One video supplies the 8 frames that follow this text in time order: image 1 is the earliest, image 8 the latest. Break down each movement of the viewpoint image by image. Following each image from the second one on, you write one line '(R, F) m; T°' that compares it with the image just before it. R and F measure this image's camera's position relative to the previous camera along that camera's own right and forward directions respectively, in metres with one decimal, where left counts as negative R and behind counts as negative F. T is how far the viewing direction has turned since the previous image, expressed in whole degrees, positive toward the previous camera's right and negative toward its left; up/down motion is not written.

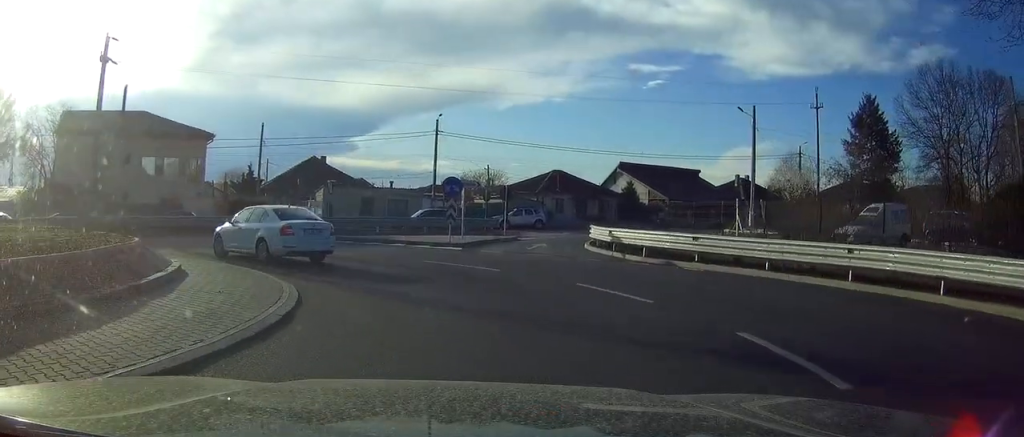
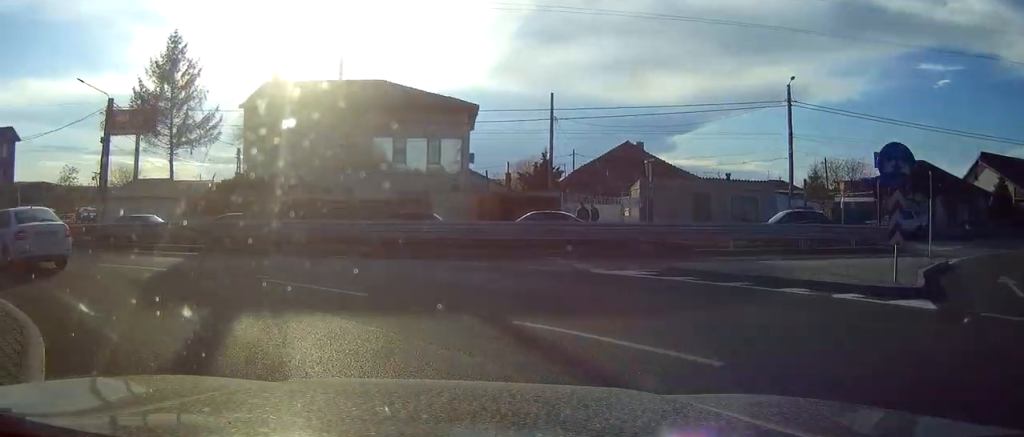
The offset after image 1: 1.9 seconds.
(-1.5, +15.4) m; -24°
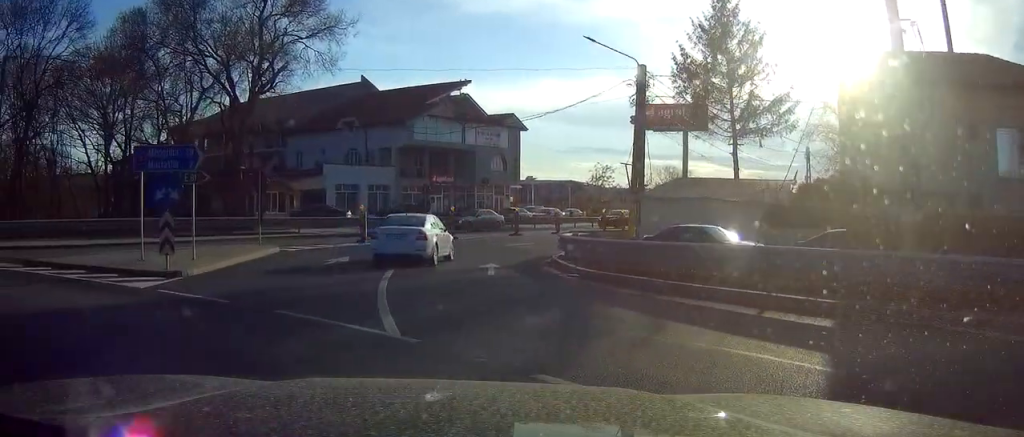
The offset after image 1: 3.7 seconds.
(-4.5, +10.2) m; -45°
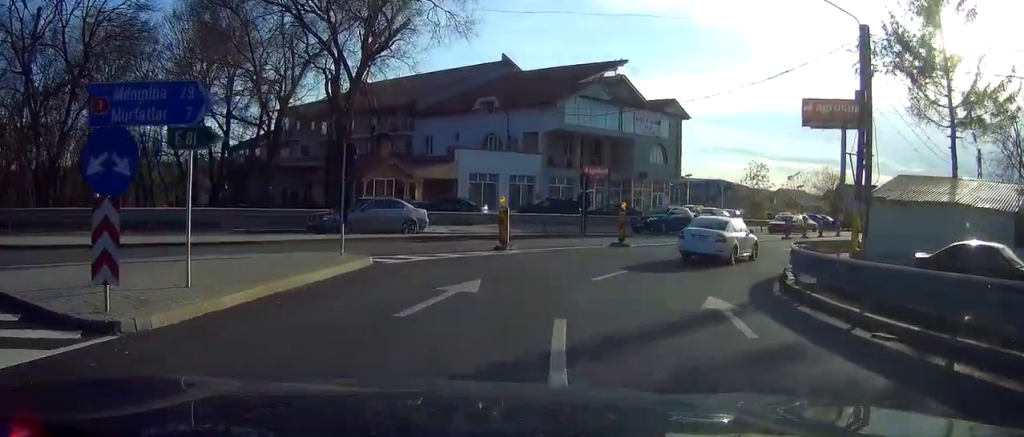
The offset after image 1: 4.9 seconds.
(-1.4, +8.1) m; -9°
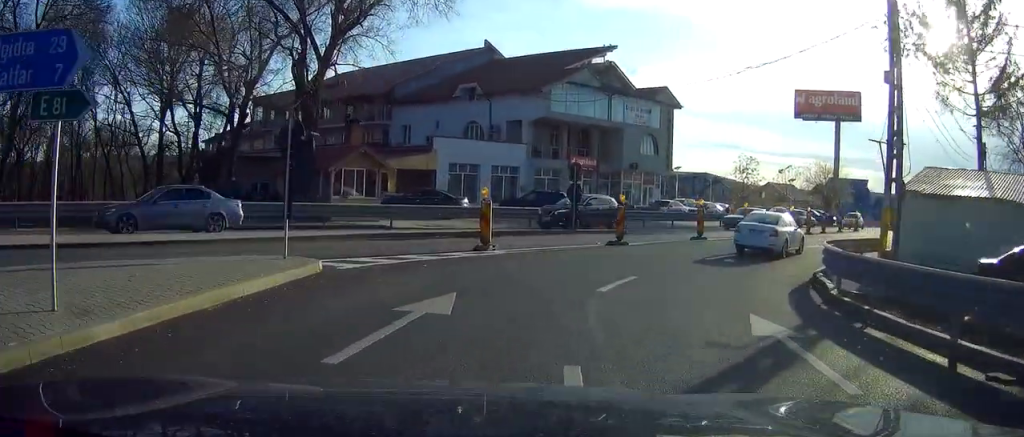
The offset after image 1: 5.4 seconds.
(-0.1, +2.9) m; +1°
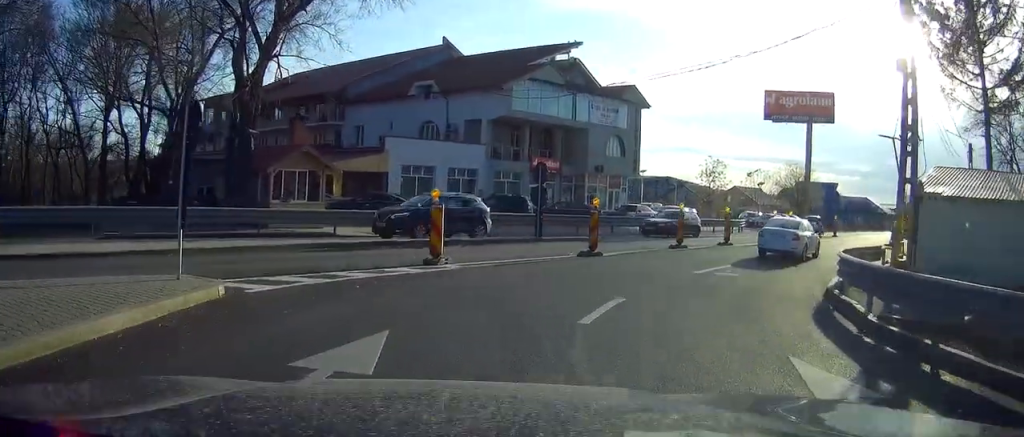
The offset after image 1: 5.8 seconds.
(+0.2, +2.8) m; +5°
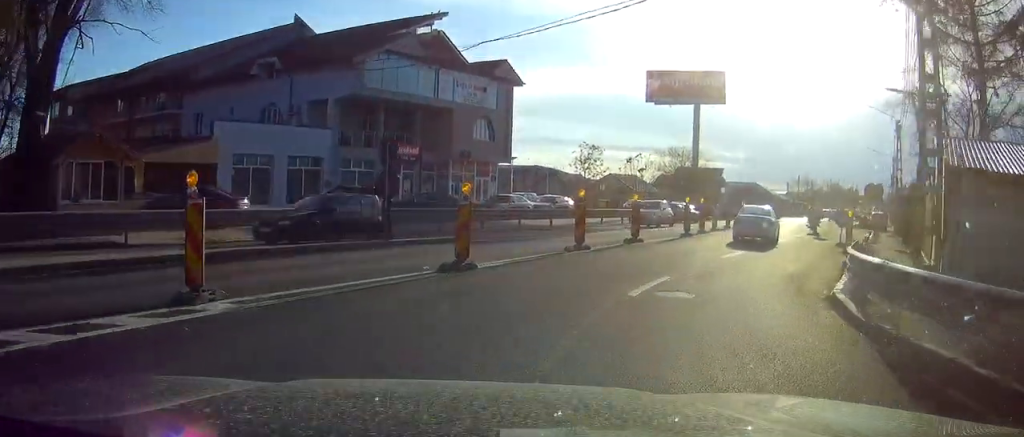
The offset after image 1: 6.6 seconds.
(+0.4, +6.1) m; +11°
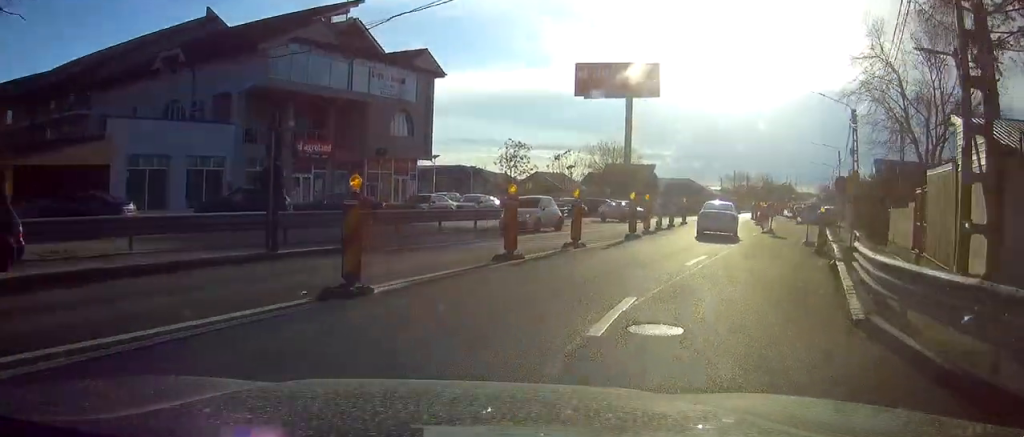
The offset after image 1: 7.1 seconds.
(+0.2, +3.4) m; +7°
